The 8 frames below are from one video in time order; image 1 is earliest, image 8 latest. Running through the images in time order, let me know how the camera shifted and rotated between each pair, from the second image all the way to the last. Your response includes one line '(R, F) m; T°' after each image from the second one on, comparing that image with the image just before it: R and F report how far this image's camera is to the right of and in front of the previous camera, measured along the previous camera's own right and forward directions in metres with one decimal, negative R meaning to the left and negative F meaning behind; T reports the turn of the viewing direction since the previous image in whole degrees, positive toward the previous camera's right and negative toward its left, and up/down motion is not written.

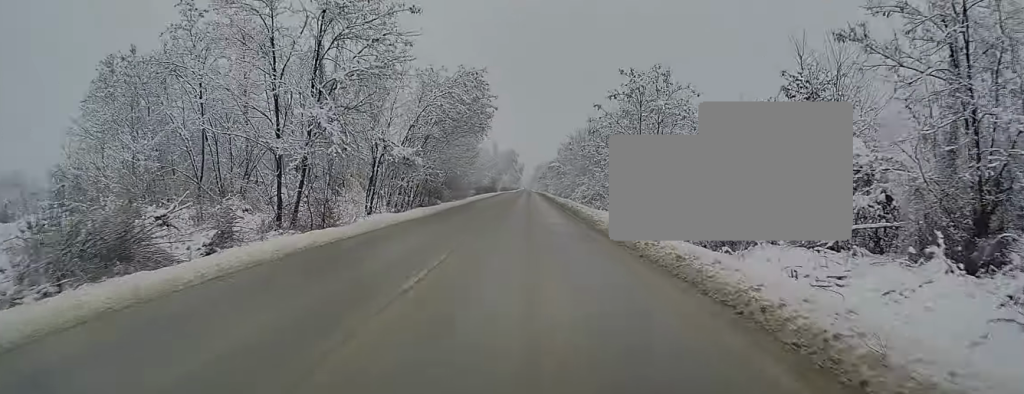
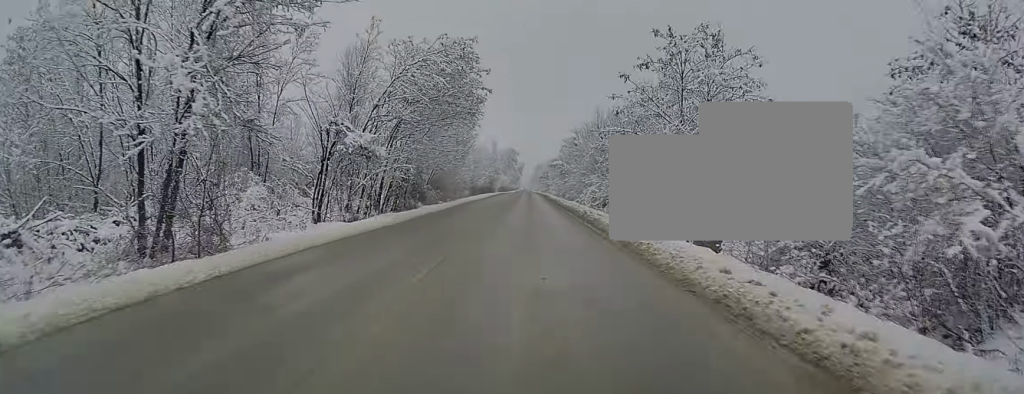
(-0.1, +9.2) m; 0°
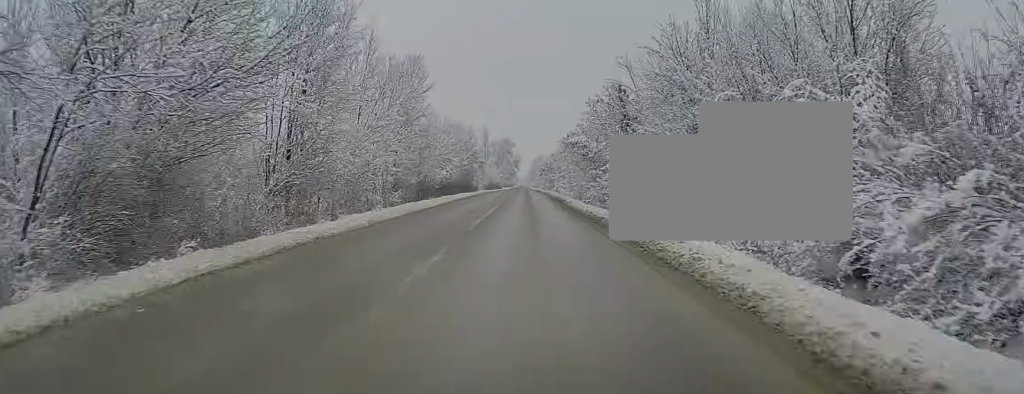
(-0.1, +43.5) m; 0°
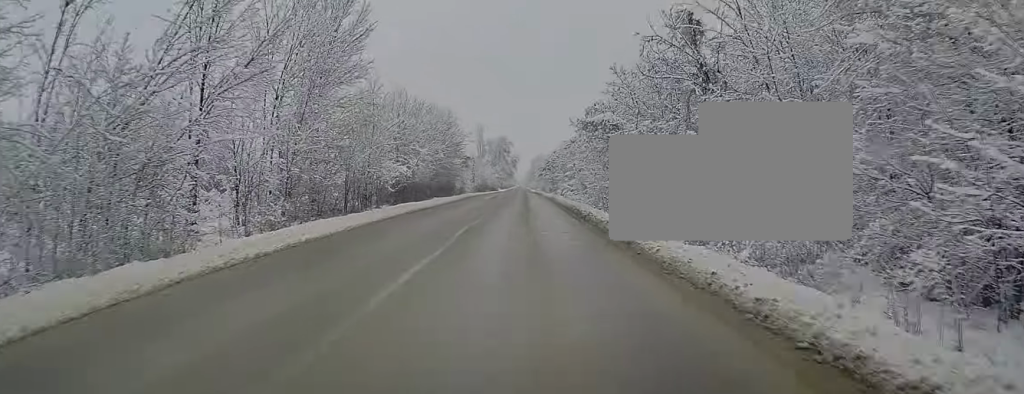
(-0.1, +19.8) m; 0°
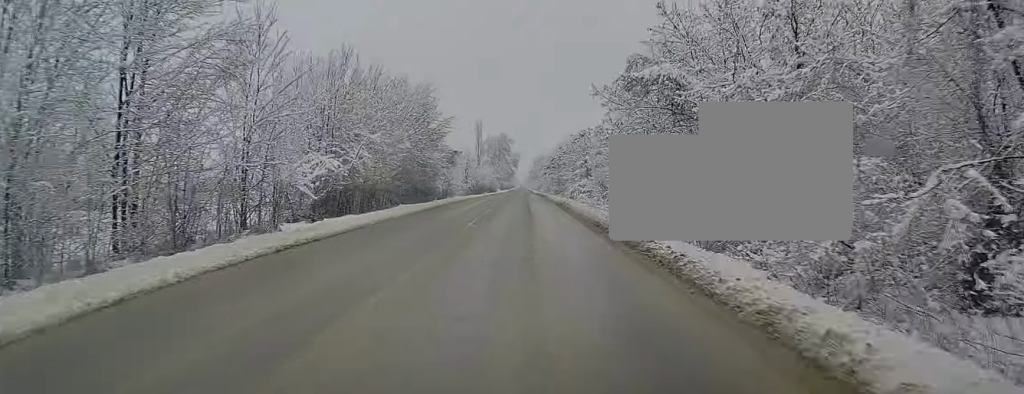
(+0.1, +16.0) m; 0°
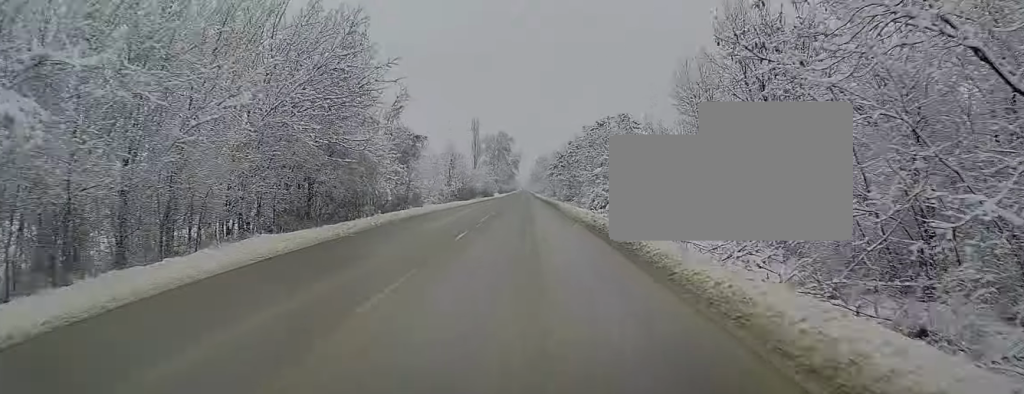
(-0.1, +22.2) m; 0°
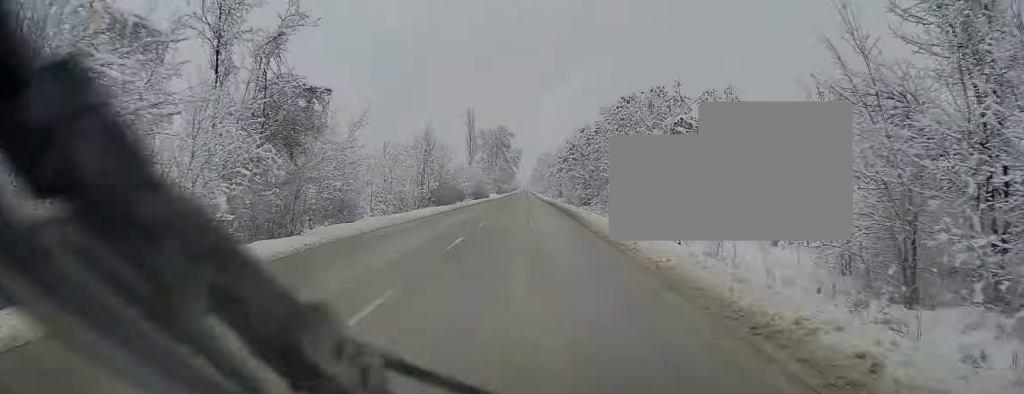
(-0.1, +19.5) m; 0°
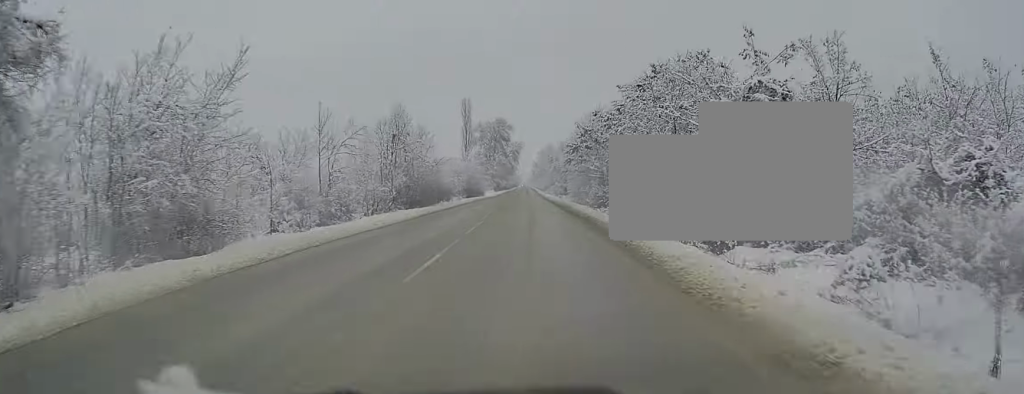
(0.0, +13.1) m; 0°
